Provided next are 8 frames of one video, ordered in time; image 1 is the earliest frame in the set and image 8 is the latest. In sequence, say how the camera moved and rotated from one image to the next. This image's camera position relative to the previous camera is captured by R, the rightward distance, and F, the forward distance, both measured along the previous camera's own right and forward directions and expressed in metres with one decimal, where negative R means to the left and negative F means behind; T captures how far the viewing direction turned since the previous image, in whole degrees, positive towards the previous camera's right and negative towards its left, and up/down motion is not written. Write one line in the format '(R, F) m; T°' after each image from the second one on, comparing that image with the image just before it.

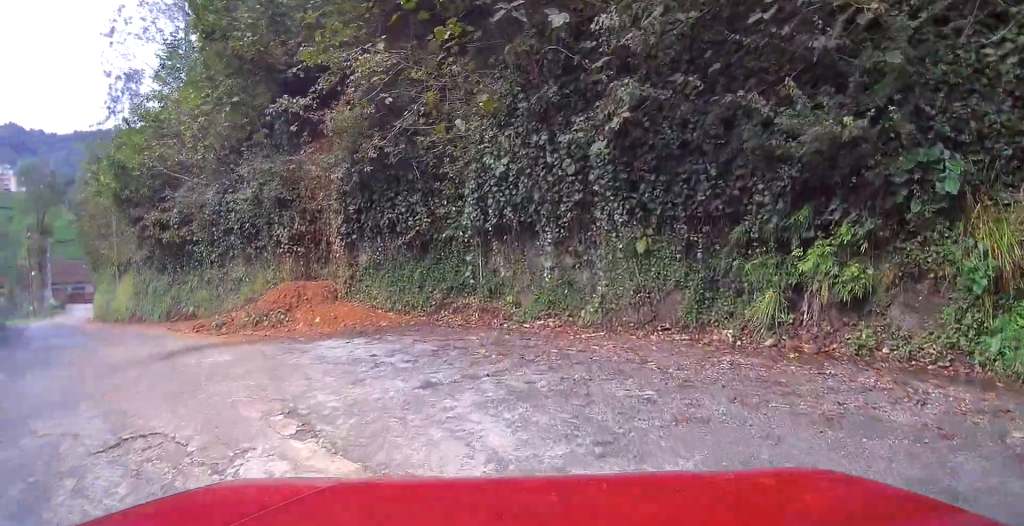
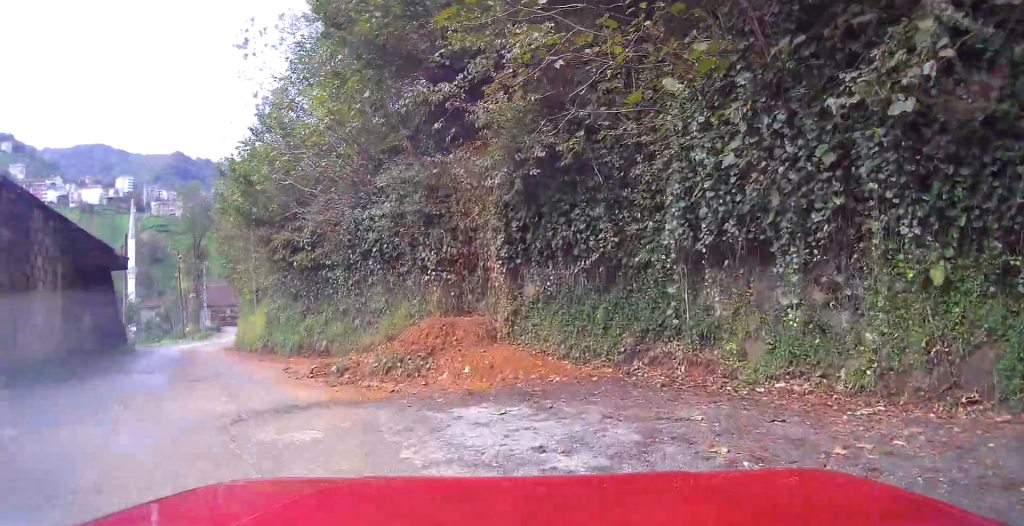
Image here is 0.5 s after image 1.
(-0.6, +2.6) m; -14°
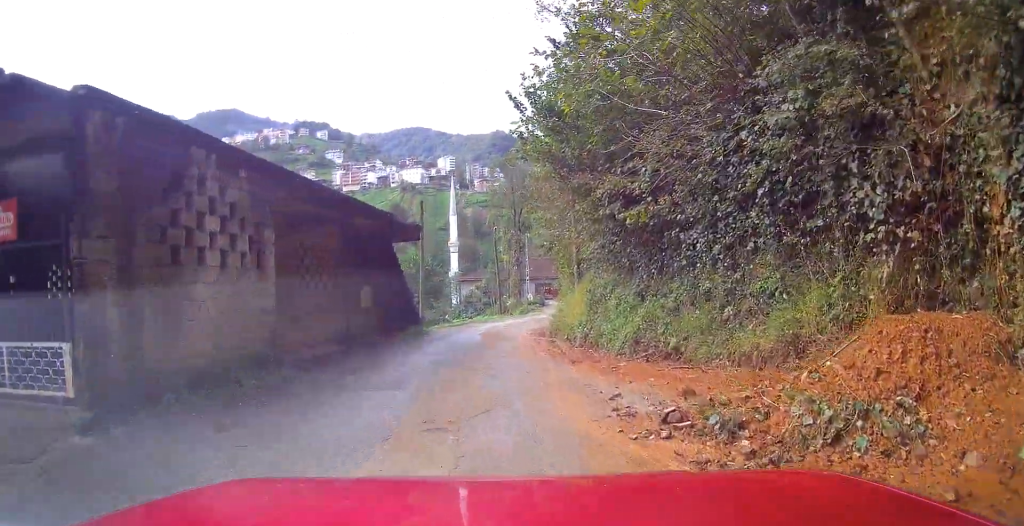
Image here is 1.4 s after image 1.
(-0.9, +4.5) m; -17°
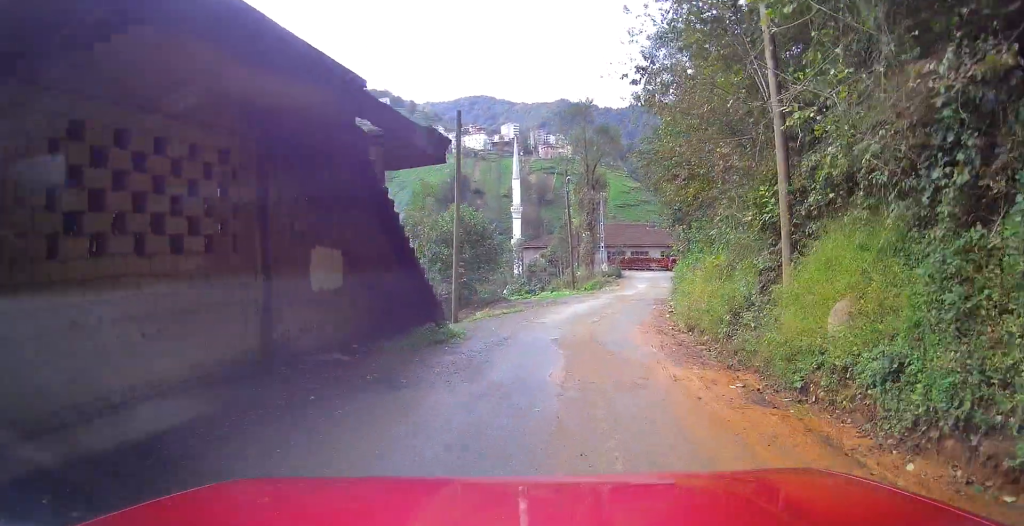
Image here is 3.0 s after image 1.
(-1.5, +9.6) m; -13°
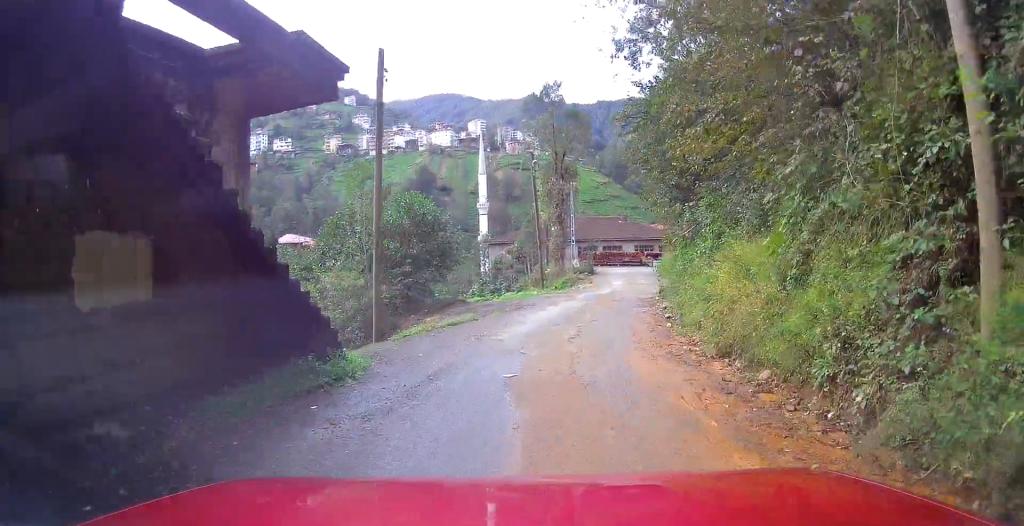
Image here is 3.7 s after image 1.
(-0.2, +4.3) m; +2°
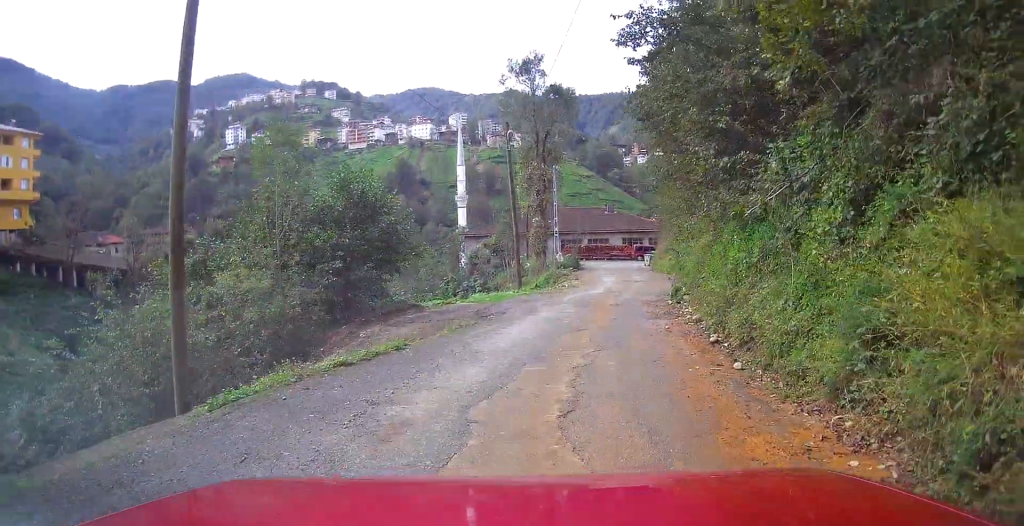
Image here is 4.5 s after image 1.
(+0.2, +5.7) m; +3°
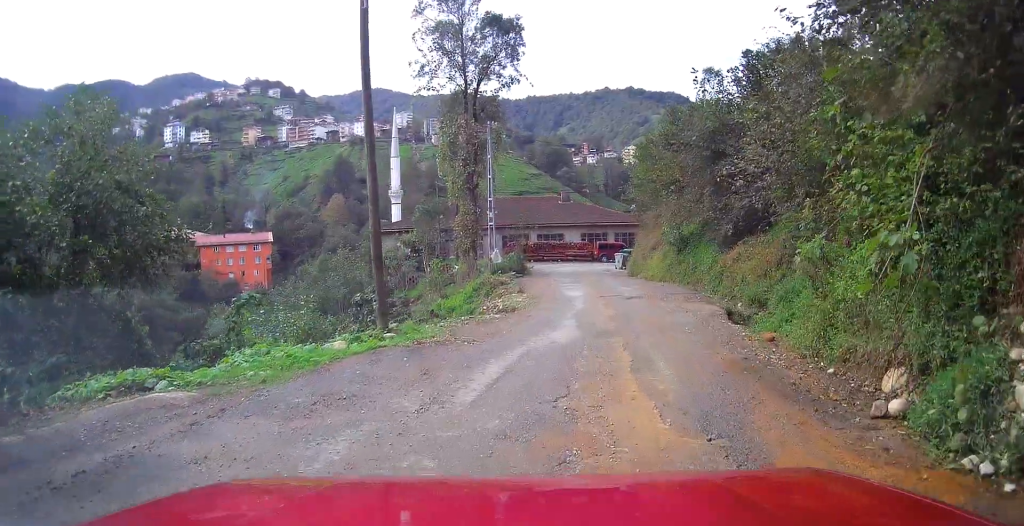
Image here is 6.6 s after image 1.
(+1.1, +15.0) m; +9°
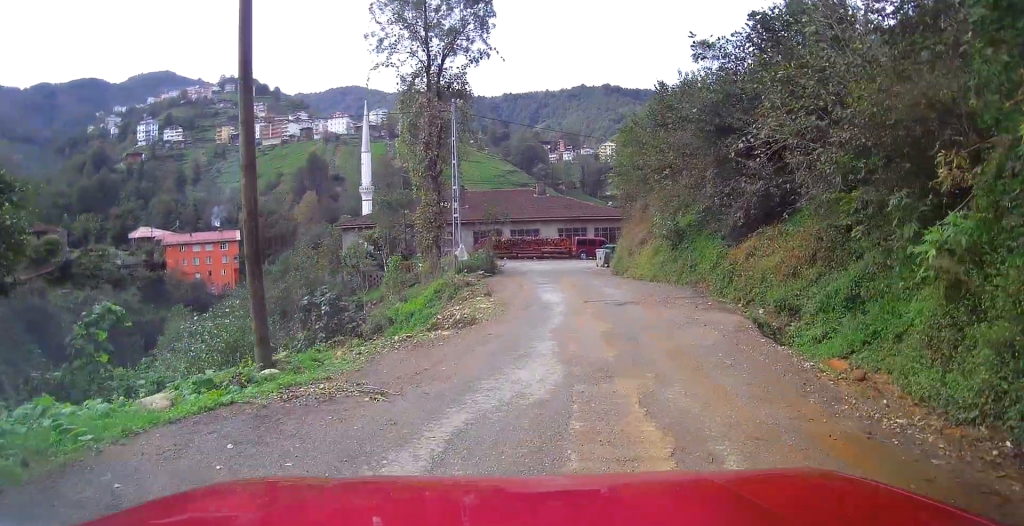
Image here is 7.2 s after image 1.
(+0.1, +3.9) m; +2°
